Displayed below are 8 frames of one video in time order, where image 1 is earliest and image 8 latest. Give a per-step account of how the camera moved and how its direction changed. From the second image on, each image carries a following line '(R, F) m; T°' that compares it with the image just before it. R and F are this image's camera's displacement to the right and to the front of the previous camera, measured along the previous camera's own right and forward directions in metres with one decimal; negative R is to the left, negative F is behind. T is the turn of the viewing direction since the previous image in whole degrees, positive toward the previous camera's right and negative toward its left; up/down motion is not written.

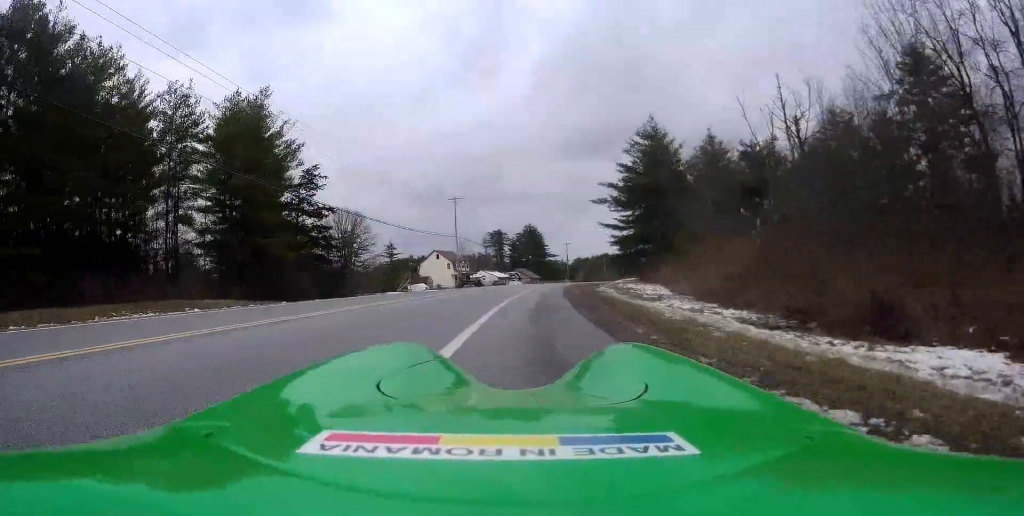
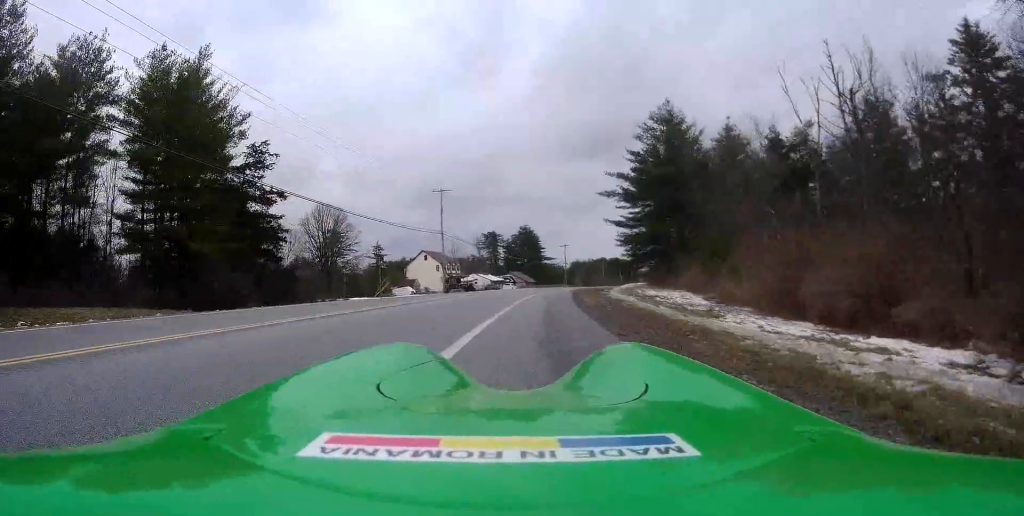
(+0.7, +9.6) m; +3°
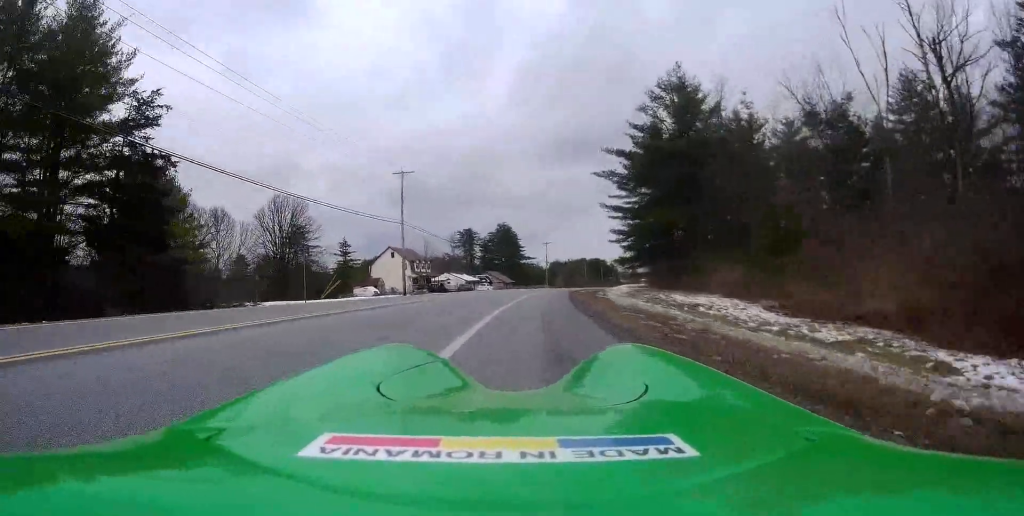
(+0.3, +10.9) m; +2°
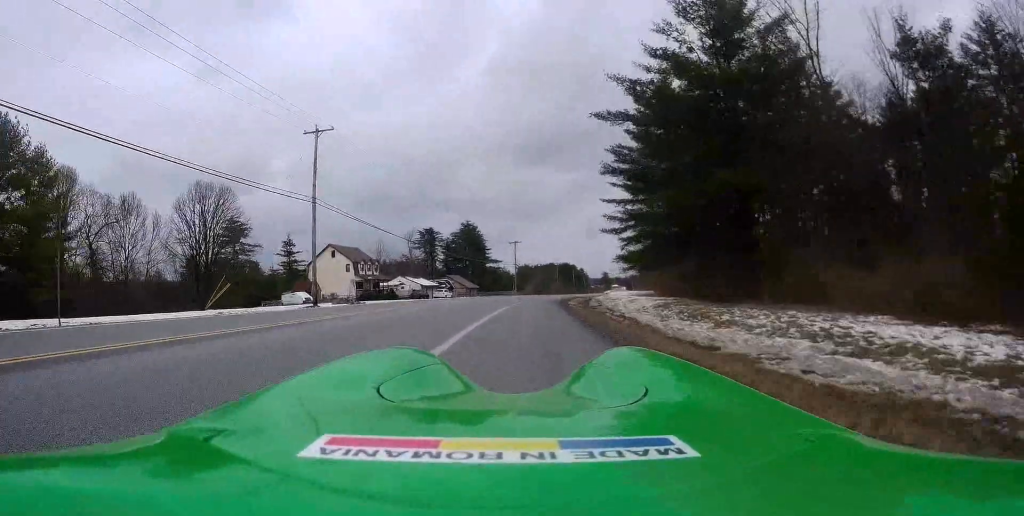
(+0.4, +17.3) m; +3°
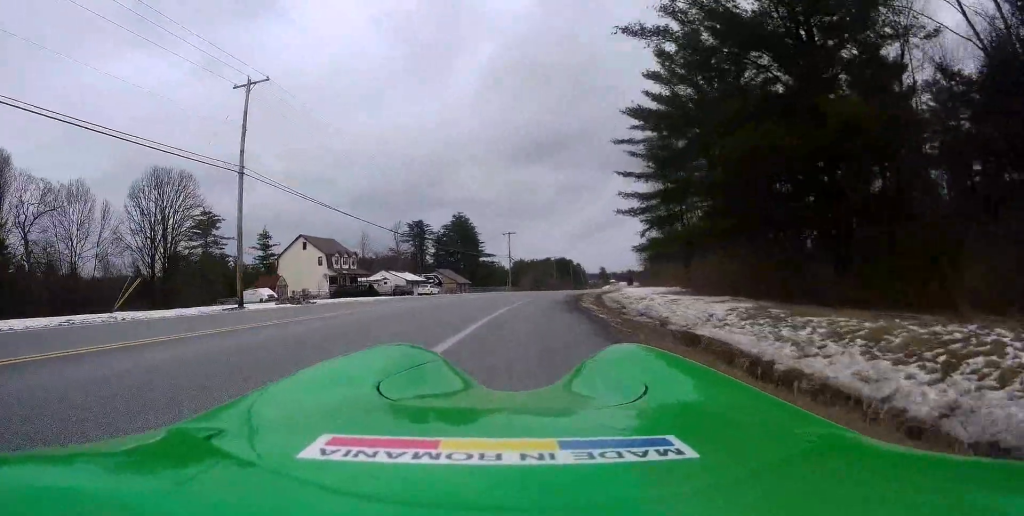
(+0.2, +10.3) m; +1°
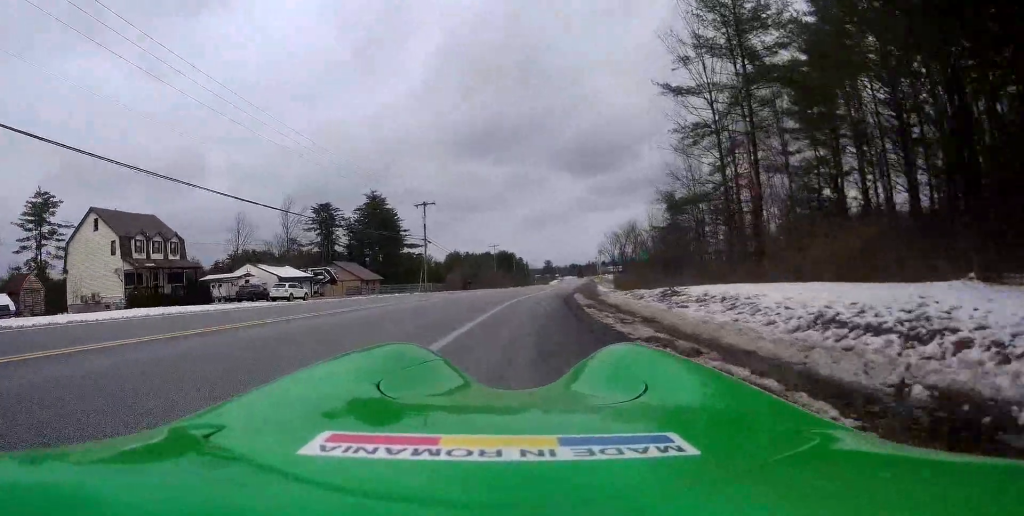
(+1.3, +33.0) m; +5°
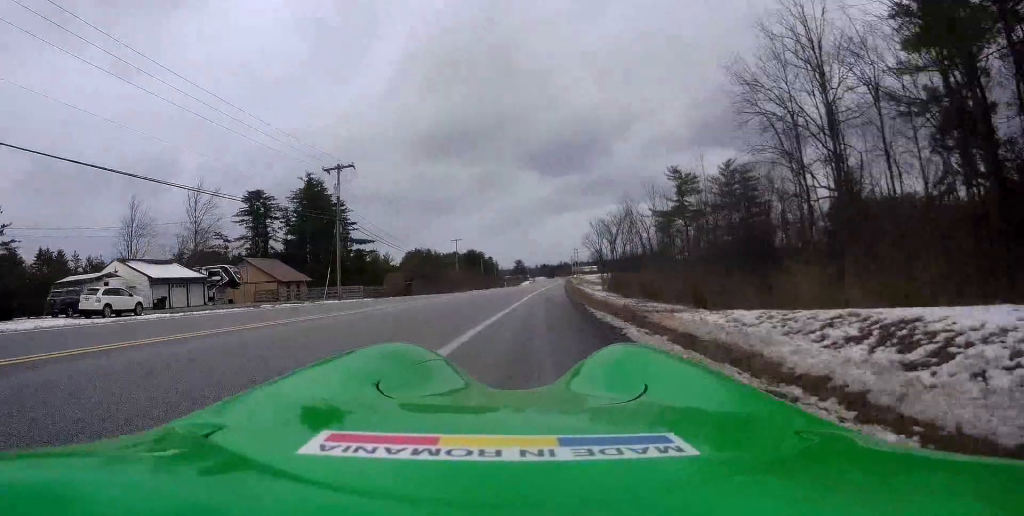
(+0.2, +21.0) m; +1°
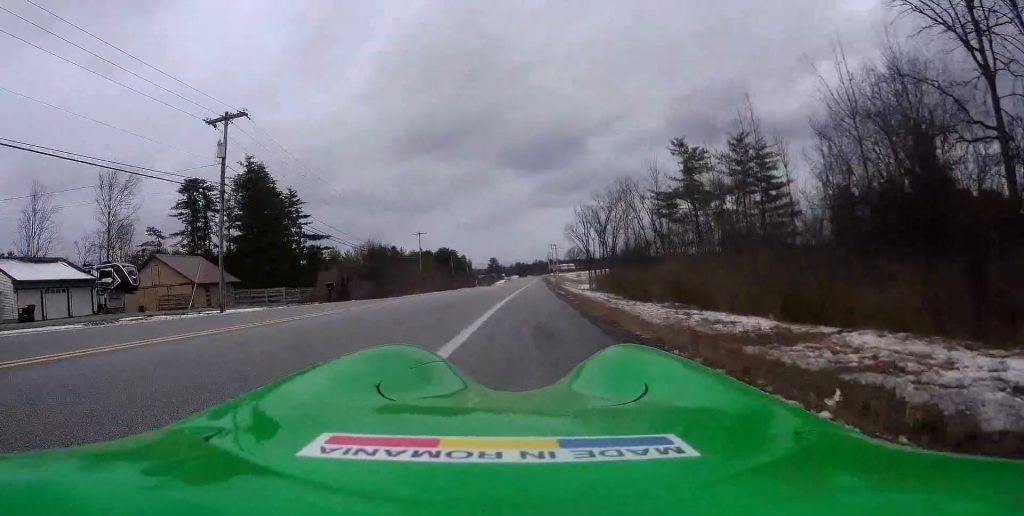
(+0.2, +14.7) m; +3°
